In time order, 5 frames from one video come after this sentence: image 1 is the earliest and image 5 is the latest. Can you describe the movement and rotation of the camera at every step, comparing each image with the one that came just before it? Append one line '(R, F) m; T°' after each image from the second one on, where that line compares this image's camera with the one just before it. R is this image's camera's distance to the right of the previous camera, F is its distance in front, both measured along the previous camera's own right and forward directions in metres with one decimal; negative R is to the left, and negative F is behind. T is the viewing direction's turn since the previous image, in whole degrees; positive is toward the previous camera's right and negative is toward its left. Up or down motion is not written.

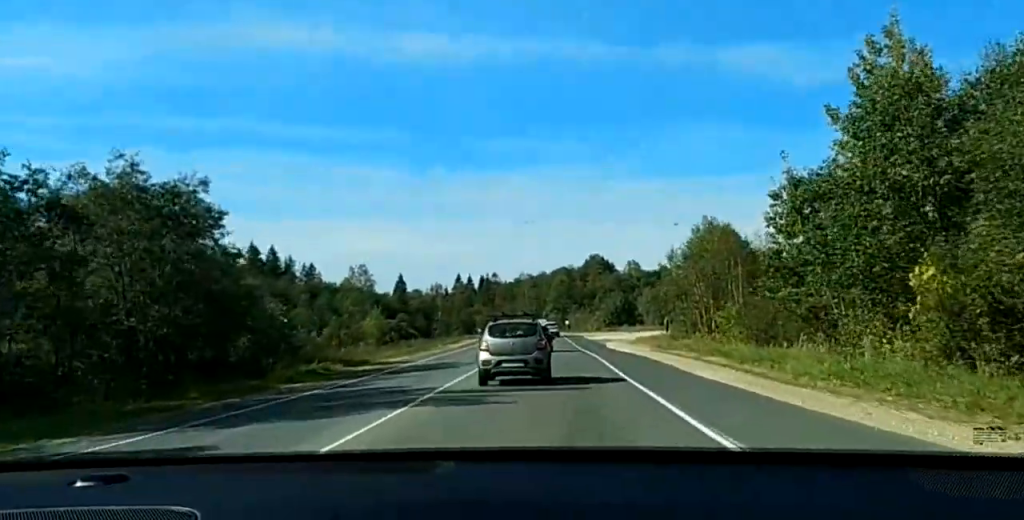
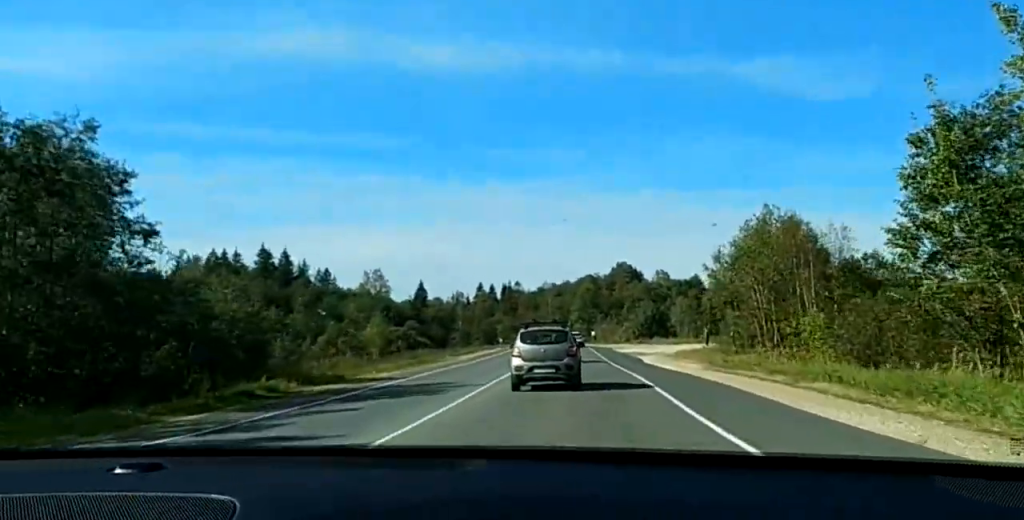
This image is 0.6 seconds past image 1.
(-0.1, +11.4) m; 0°
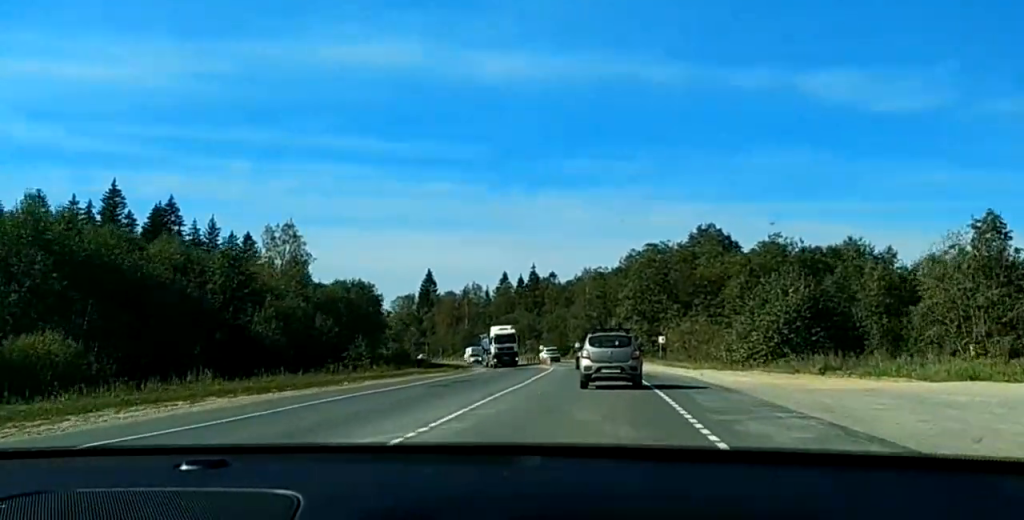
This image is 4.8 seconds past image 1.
(+0.2, +87.6) m; -2°
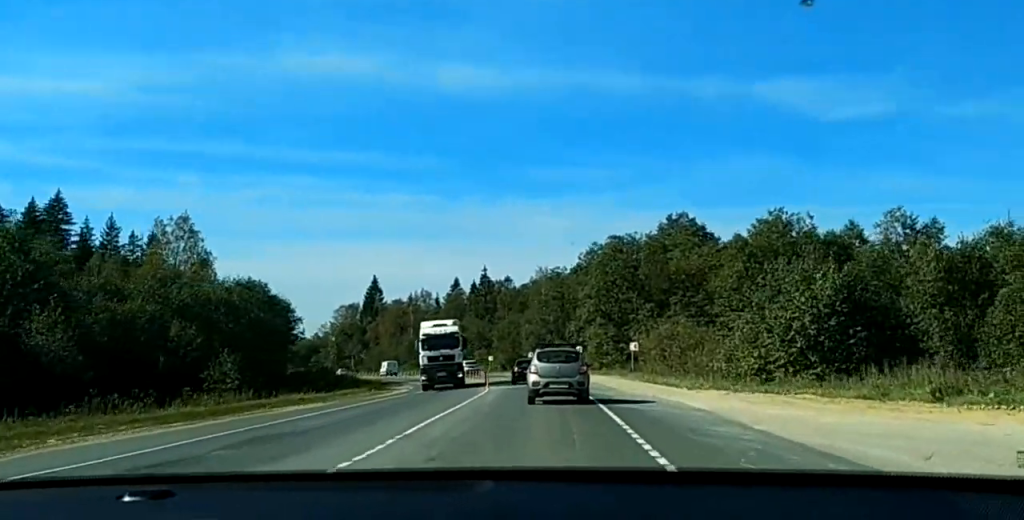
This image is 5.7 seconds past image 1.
(-0.3, +17.8) m; 0°
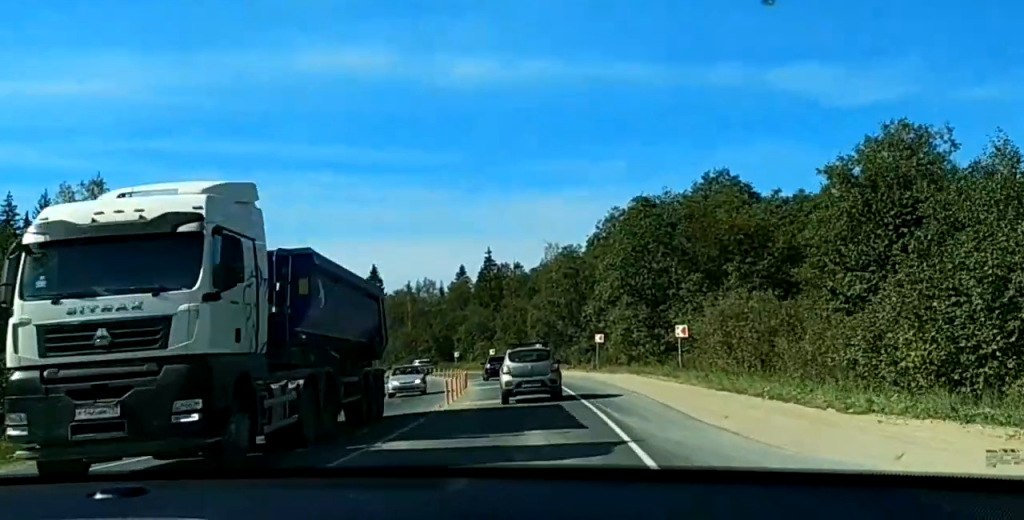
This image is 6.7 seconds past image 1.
(+0.2, +20.7) m; -1°
